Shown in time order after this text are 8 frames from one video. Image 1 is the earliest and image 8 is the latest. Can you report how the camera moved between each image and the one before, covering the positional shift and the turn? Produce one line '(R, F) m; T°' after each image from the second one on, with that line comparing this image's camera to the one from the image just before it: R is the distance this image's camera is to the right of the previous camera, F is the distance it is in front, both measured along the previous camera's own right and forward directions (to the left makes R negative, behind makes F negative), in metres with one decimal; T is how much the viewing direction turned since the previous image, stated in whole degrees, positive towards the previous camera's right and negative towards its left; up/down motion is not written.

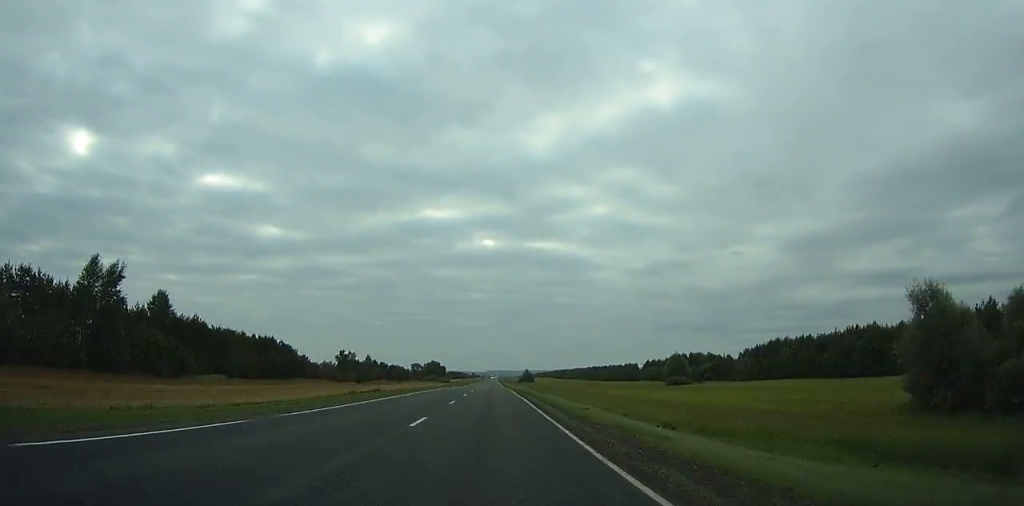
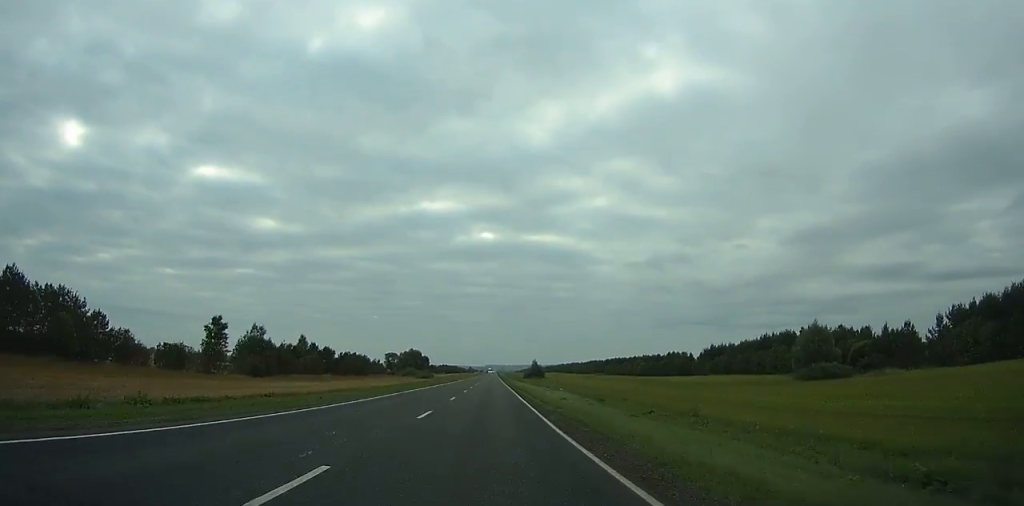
(+0.1, +81.0) m; 0°
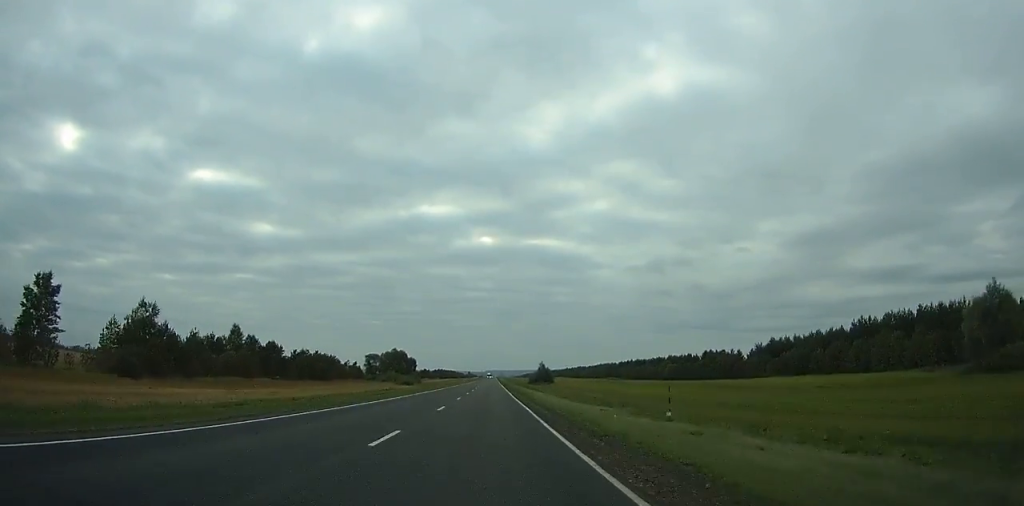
(0.0, +41.9) m; 0°
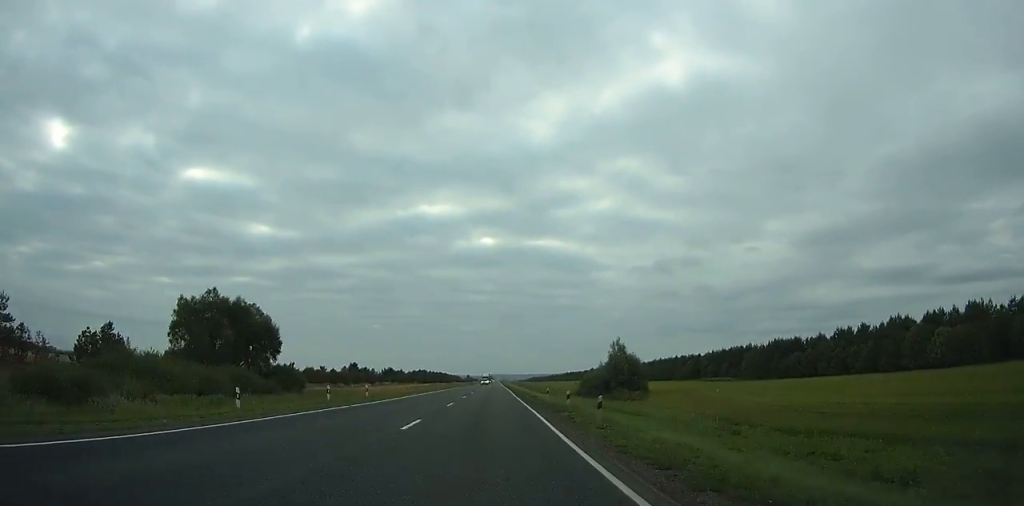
(+0.1, +140.1) m; 0°
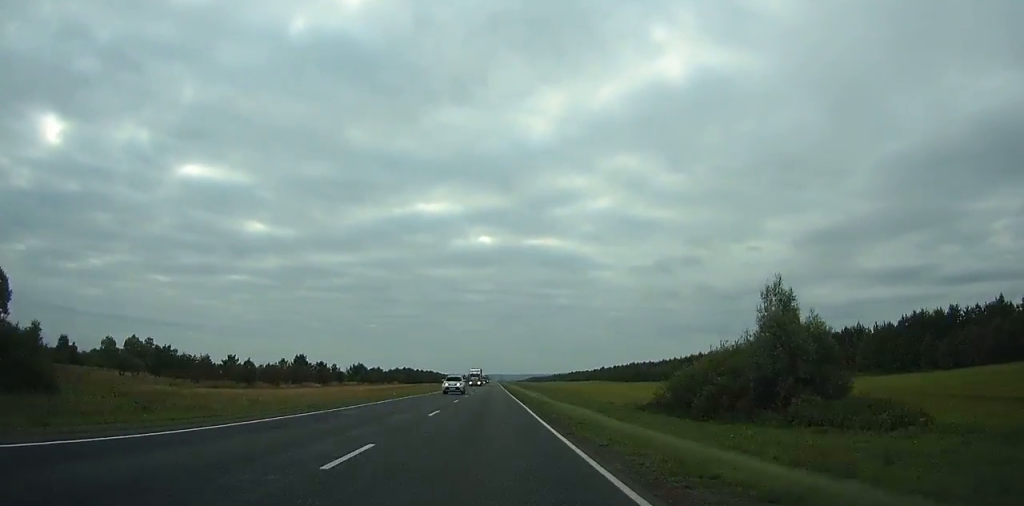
(-0.1, +53.7) m; 0°
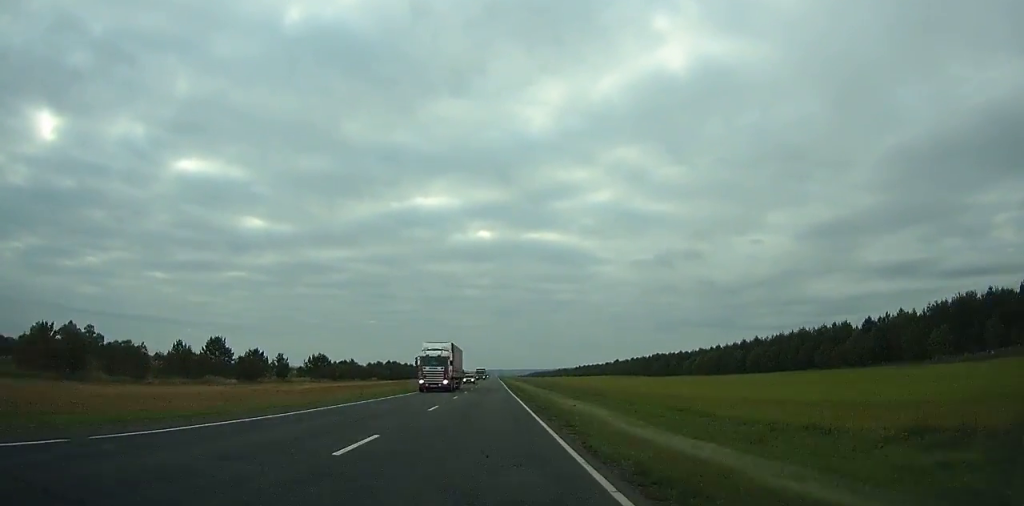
(+0.1, +45.7) m; 0°
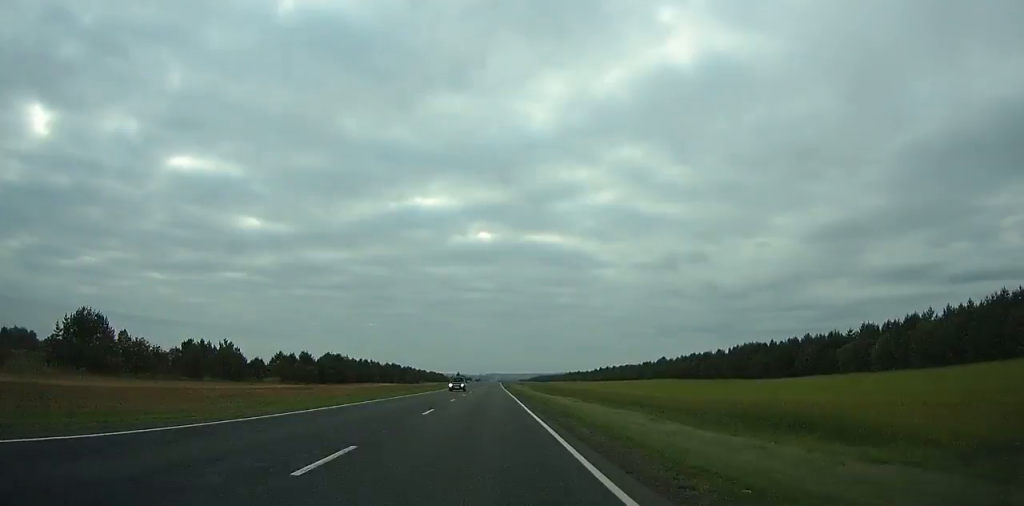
(+0.2, +98.0) m; 0°
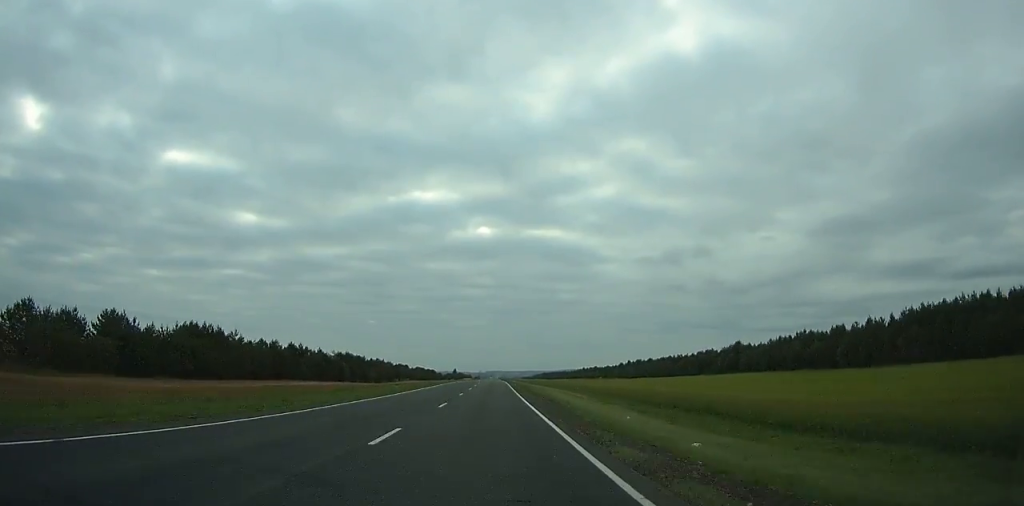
(0.0, +79.0) m; 0°
